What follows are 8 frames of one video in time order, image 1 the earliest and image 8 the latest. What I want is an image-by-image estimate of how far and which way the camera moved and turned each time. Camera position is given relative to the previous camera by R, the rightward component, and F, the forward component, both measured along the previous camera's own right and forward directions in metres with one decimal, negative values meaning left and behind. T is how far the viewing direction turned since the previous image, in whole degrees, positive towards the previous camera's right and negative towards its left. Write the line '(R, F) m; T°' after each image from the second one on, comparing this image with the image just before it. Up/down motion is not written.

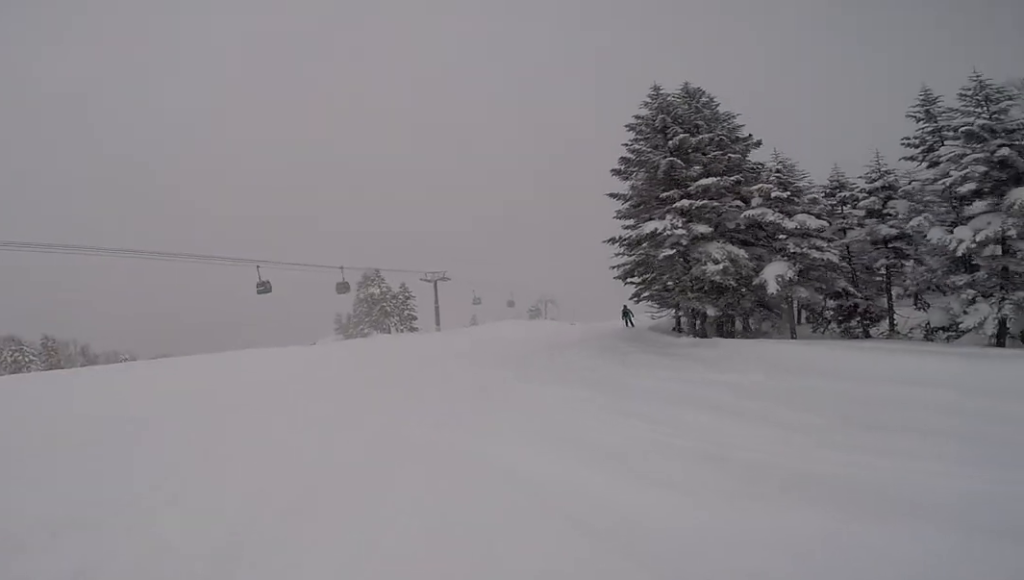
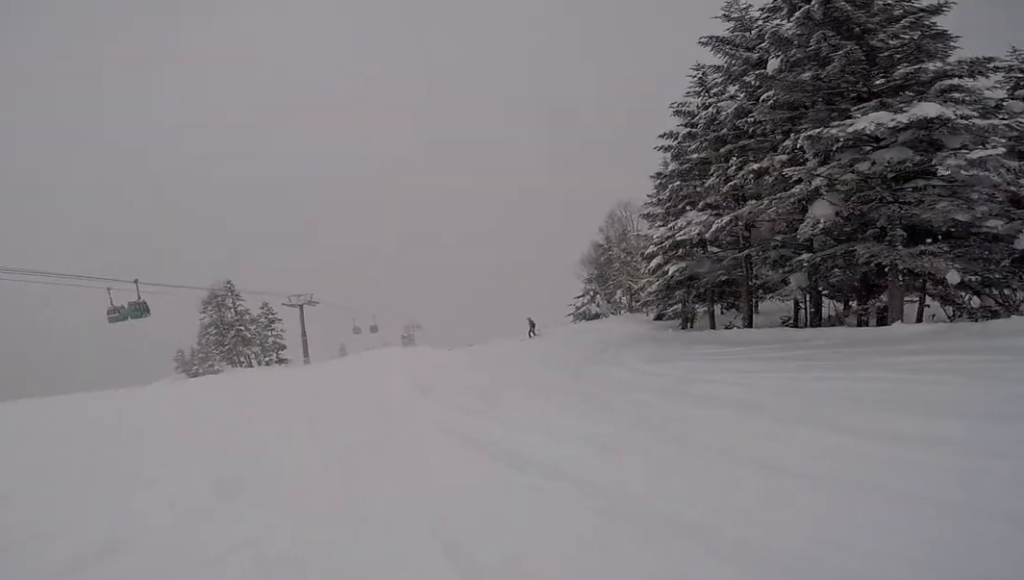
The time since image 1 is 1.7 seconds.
(+1.5, +11.1) m; +29°
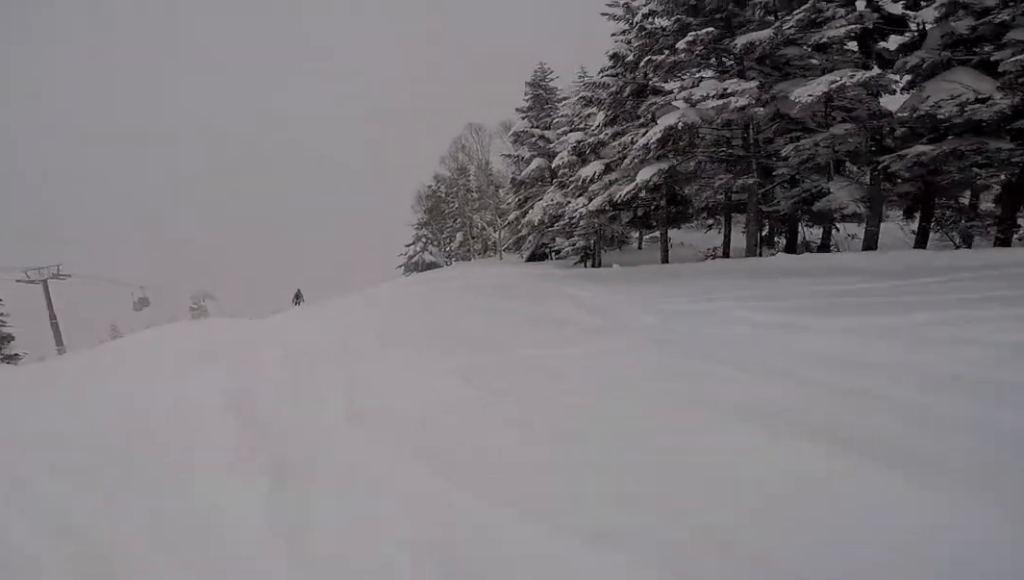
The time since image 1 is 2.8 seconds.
(+1.7, +7.7) m; +23°
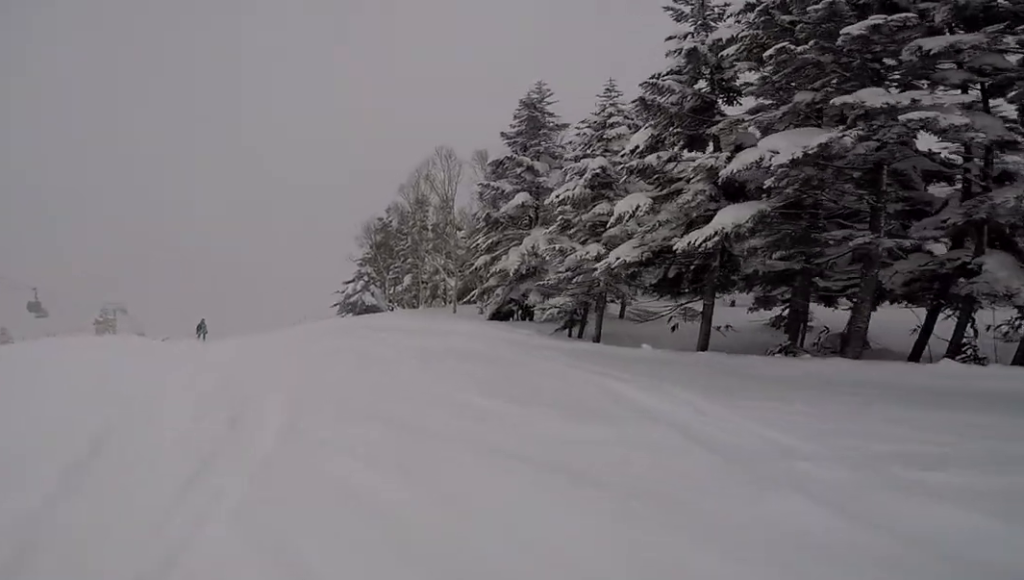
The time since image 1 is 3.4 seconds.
(+1.1, +4.7) m; +4°
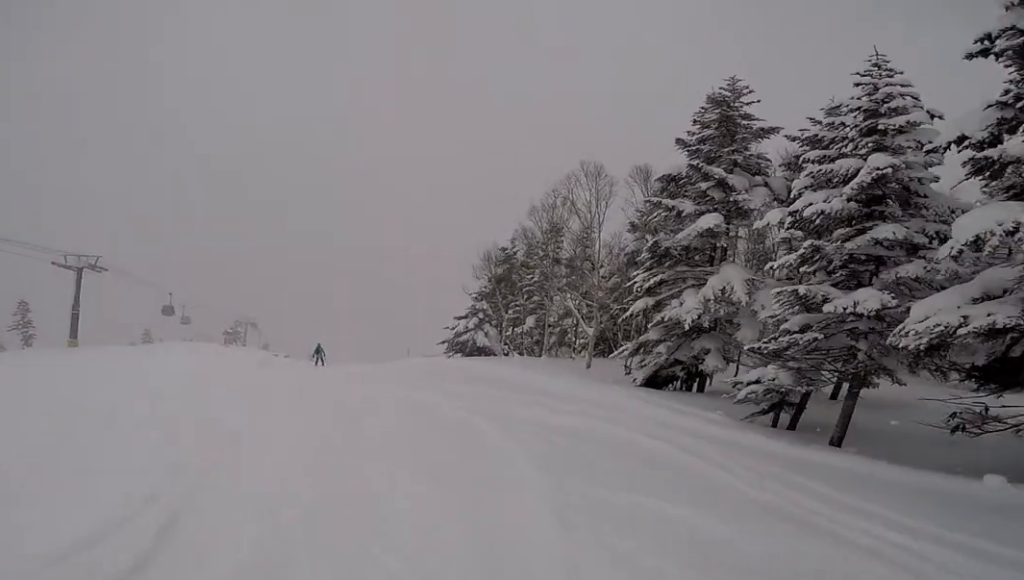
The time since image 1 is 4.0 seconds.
(-0.3, +3.8) m; -11°
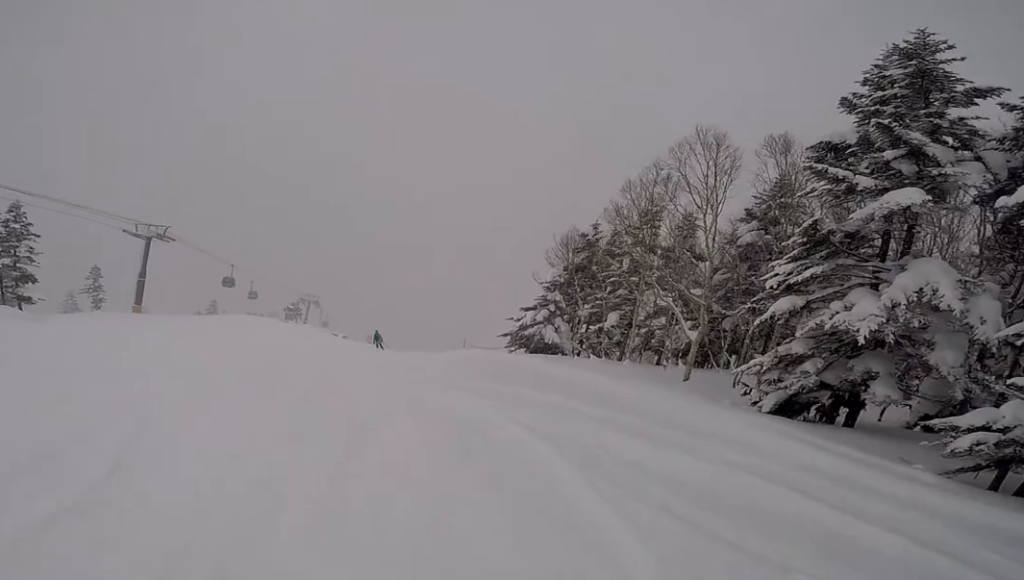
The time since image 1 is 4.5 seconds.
(+0.2, +2.9) m; -11°
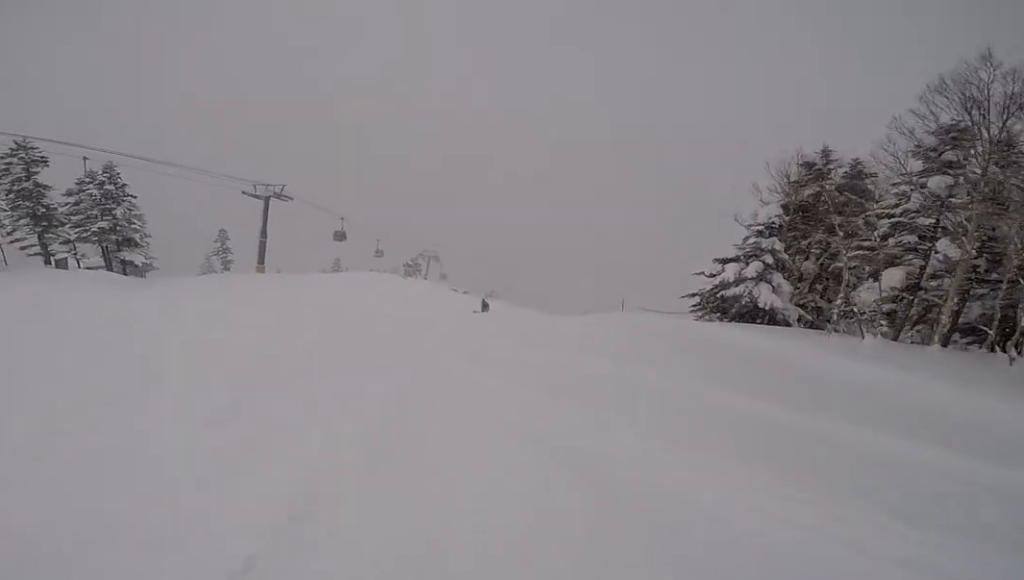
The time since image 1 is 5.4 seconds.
(-1.5, +5.1) m; -16°
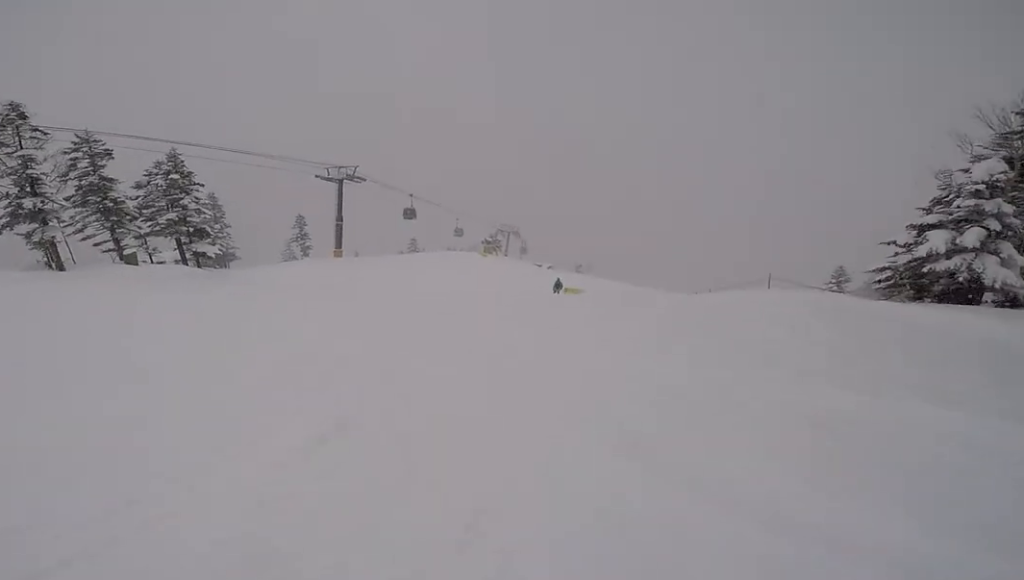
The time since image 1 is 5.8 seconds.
(-0.2, +2.8) m; -3°
